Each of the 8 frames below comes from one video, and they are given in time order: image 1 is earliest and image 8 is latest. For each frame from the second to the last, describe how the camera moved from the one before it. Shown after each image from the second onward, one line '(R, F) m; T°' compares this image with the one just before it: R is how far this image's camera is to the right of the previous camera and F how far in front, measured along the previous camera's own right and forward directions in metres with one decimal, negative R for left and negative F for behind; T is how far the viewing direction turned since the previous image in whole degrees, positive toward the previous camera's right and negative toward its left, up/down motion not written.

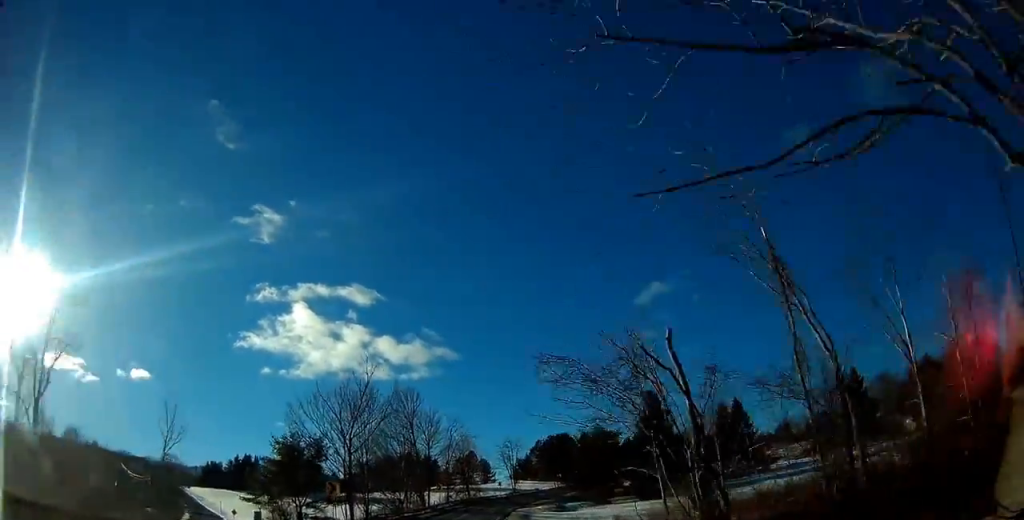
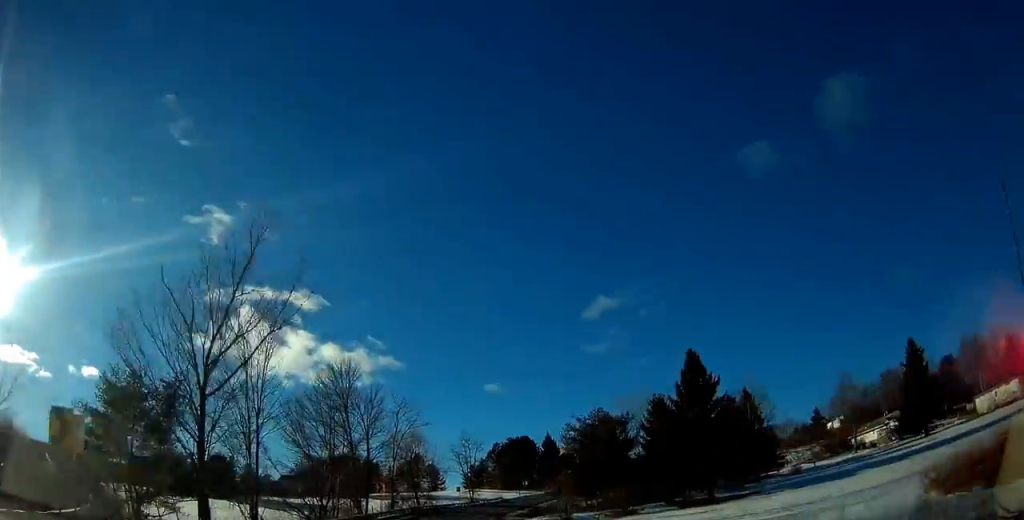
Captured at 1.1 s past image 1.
(+1.1, +23.4) m; +7°
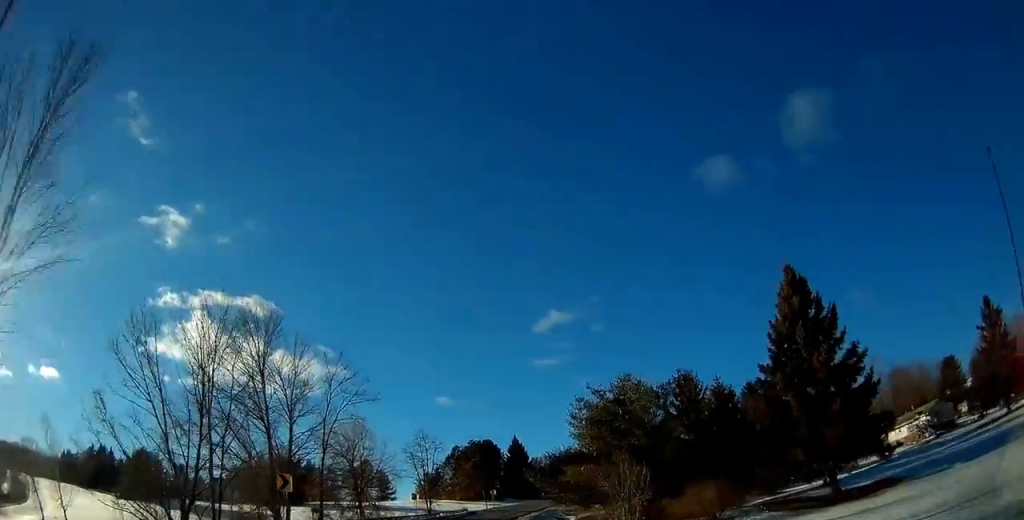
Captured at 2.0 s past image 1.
(+1.2, +20.9) m; +5°
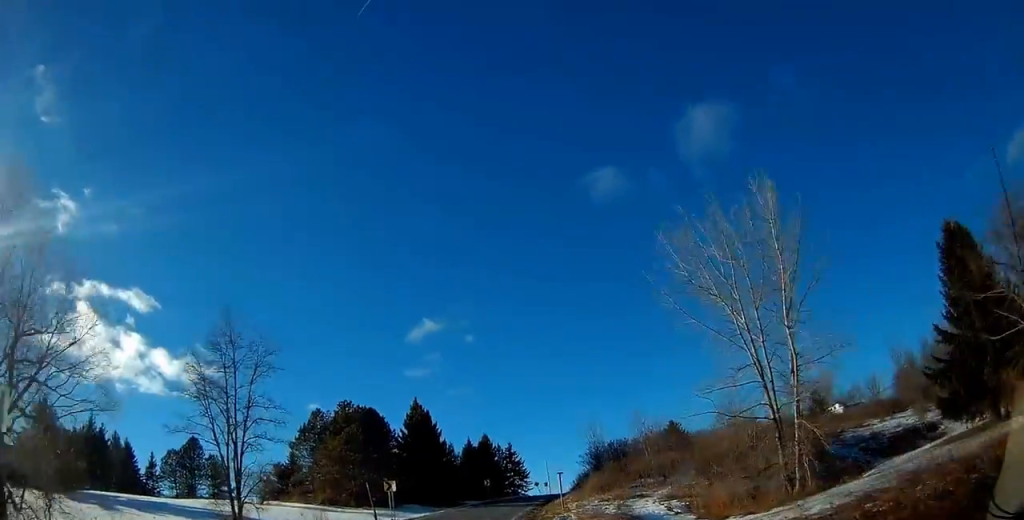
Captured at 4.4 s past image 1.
(+5.4, +54.7) m; +14°
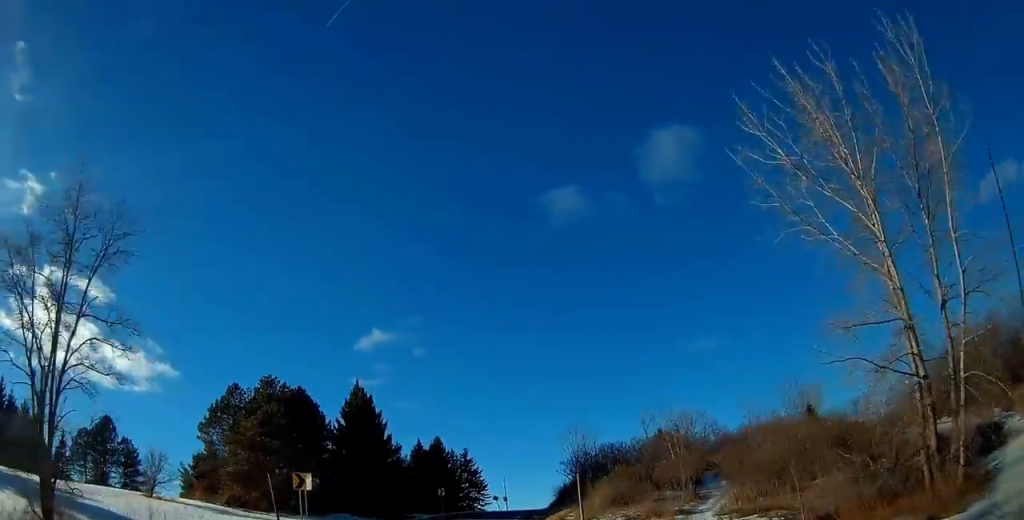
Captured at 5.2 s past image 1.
(+1.0, +16.3) m; +6°
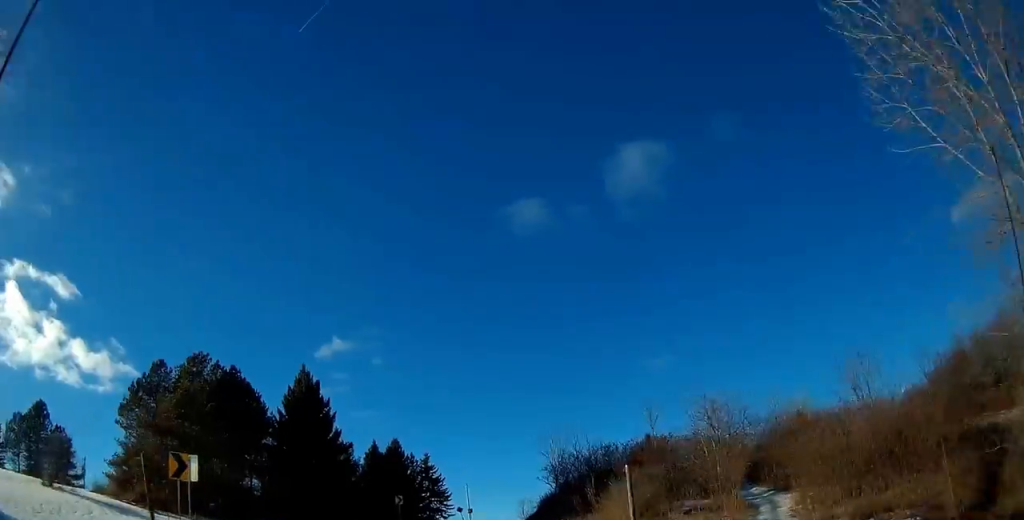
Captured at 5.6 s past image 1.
(+0.2, +10.3) m; +3°
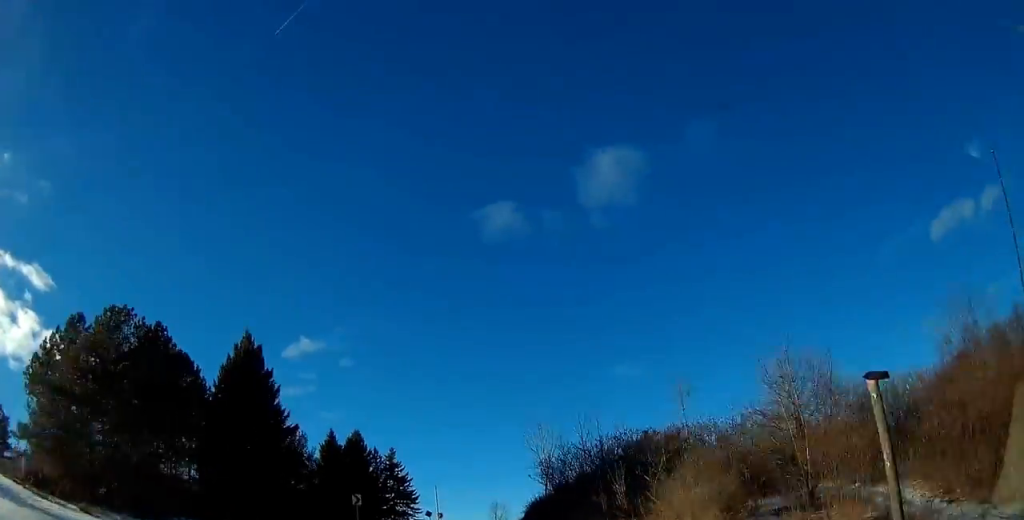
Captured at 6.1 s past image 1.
(+0.8, +10.1) m; +3°
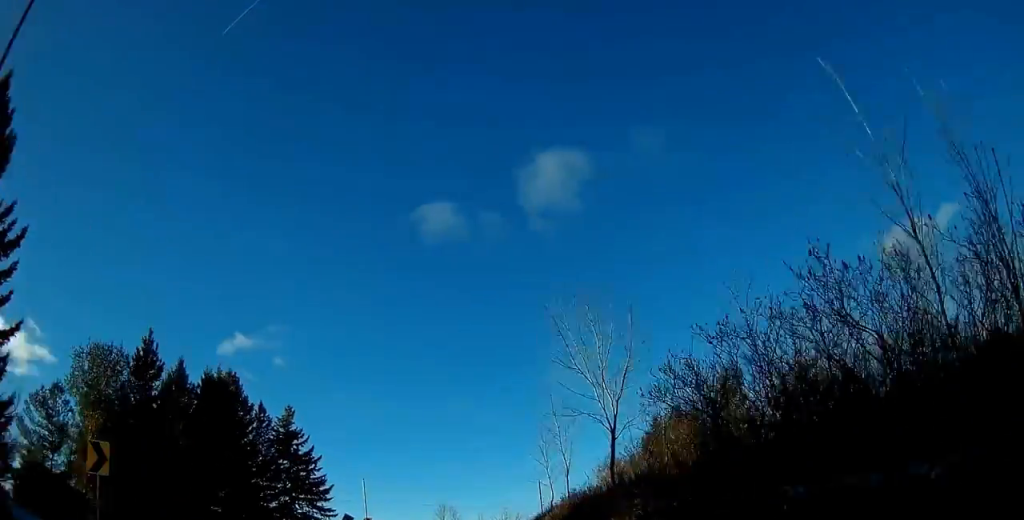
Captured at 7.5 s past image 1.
(+1.2, +29.7) m; +8°
